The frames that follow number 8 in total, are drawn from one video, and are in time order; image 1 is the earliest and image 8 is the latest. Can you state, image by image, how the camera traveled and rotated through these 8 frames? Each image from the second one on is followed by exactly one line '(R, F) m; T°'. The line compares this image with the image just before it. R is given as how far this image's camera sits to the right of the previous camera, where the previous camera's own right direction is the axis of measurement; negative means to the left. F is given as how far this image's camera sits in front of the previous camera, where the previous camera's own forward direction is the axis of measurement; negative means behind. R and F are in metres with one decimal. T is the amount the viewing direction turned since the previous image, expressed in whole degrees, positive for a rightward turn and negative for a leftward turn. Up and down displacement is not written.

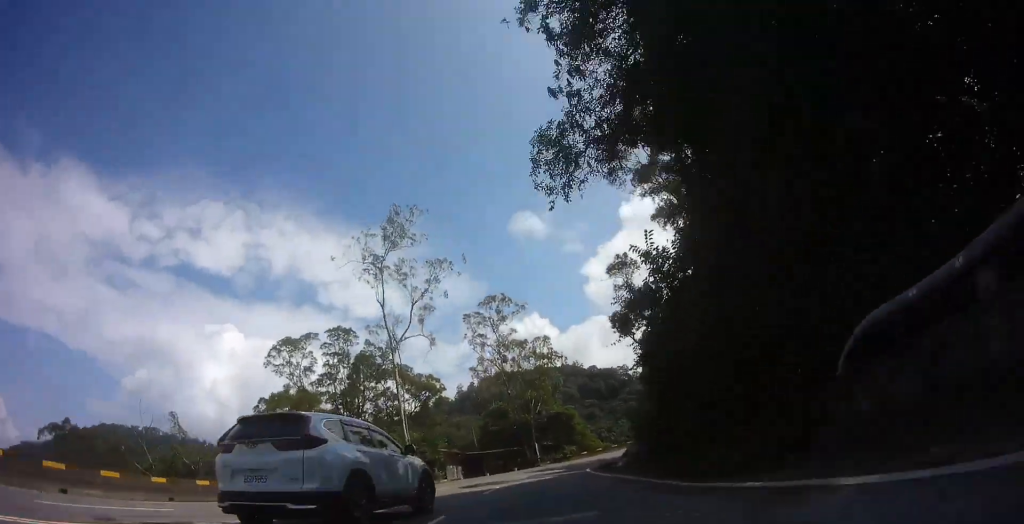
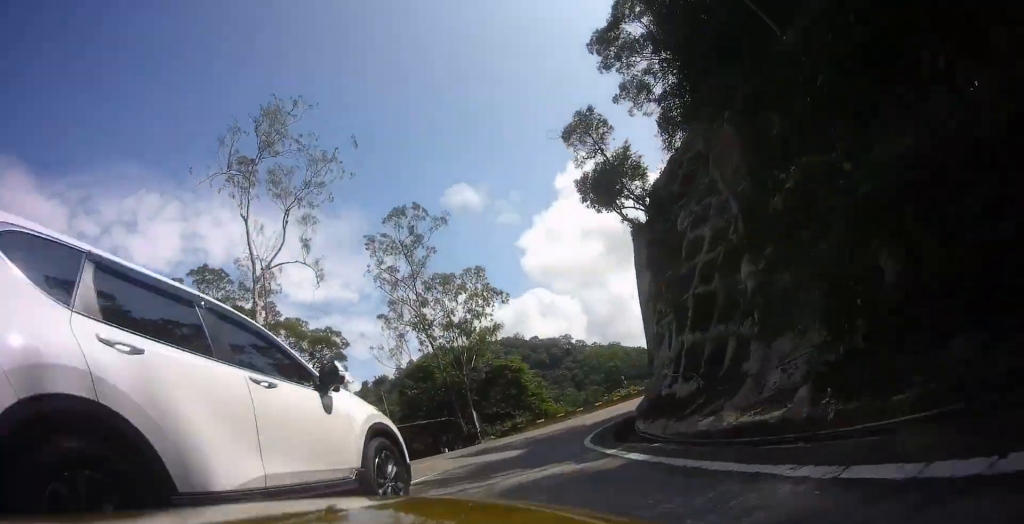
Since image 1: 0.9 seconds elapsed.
(-2.4, +15.4) m; -9°
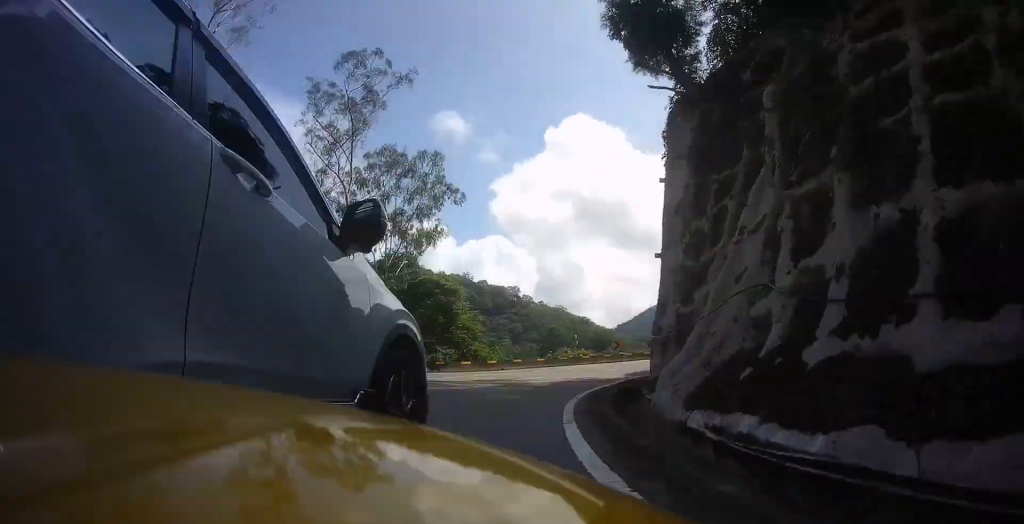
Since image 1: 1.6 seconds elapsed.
(-0.4, +13.4) m; 0°
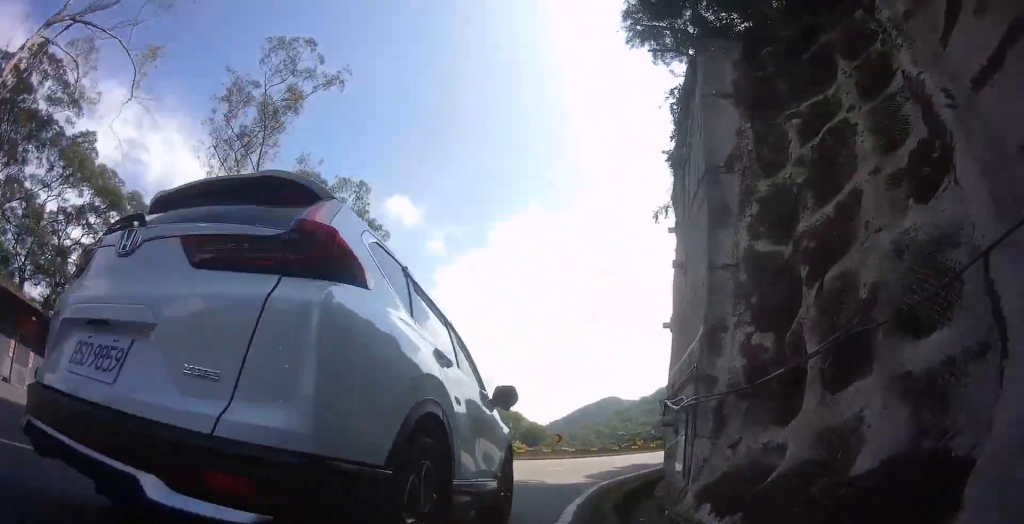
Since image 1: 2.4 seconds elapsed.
(+0.3, +18.8) m; +2°
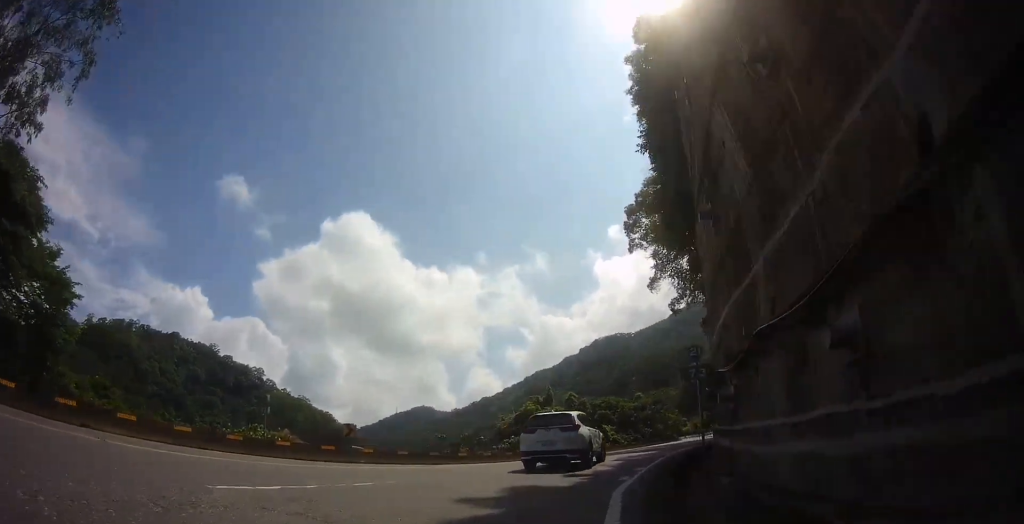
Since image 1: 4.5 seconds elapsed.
(+3.5, +38.5) m; +11°
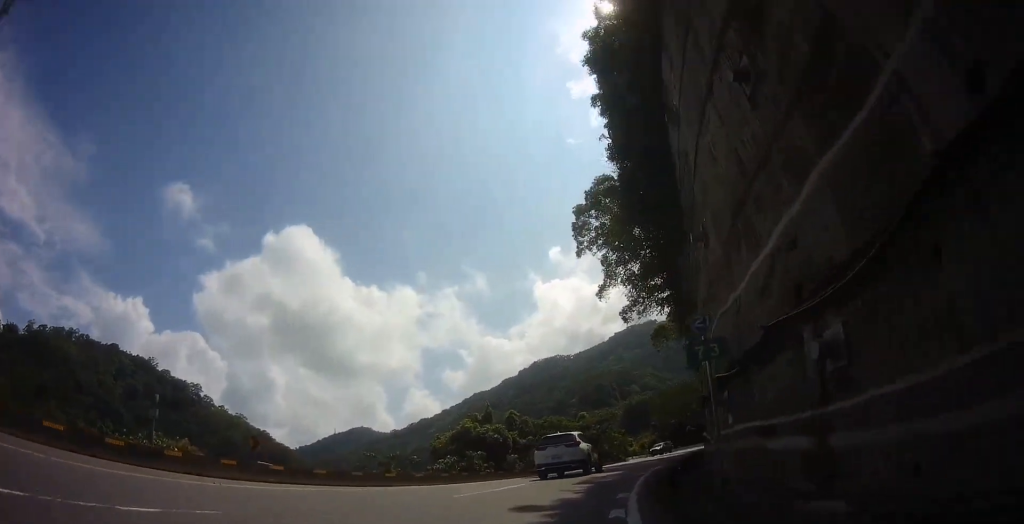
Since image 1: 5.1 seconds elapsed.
(+0.1, +8.4) m; +5°
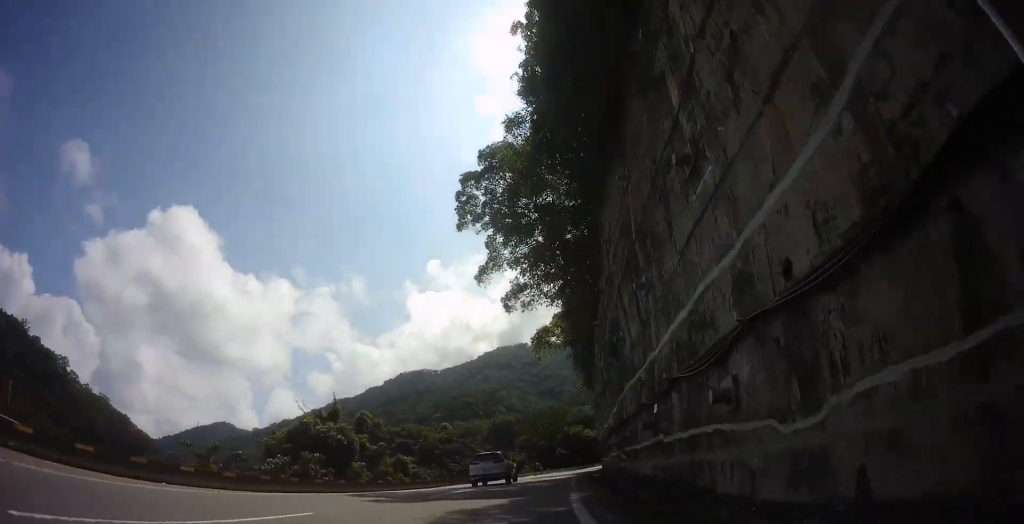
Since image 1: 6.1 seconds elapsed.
(+1.2, +11.7) m; +14°
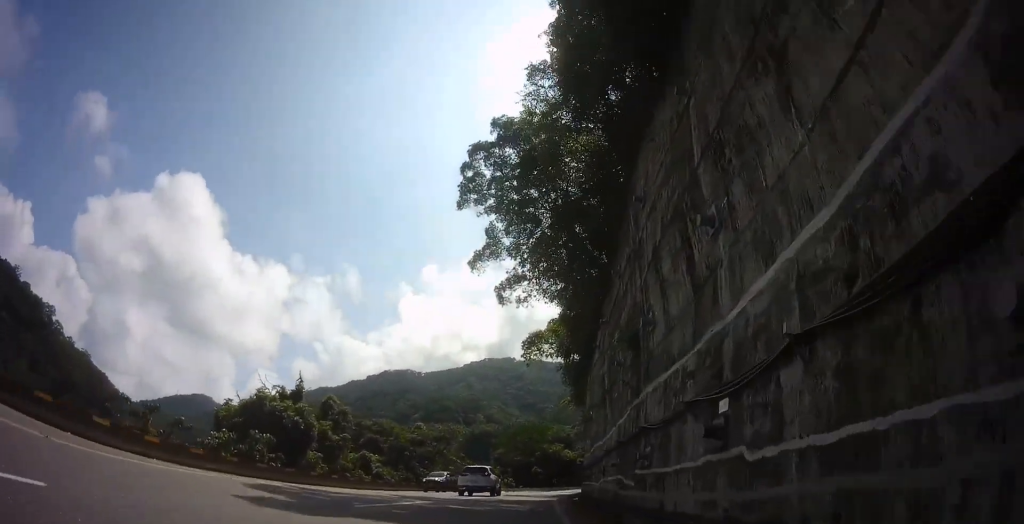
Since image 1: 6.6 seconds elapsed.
(+0.1, +4.8) m; +7°
